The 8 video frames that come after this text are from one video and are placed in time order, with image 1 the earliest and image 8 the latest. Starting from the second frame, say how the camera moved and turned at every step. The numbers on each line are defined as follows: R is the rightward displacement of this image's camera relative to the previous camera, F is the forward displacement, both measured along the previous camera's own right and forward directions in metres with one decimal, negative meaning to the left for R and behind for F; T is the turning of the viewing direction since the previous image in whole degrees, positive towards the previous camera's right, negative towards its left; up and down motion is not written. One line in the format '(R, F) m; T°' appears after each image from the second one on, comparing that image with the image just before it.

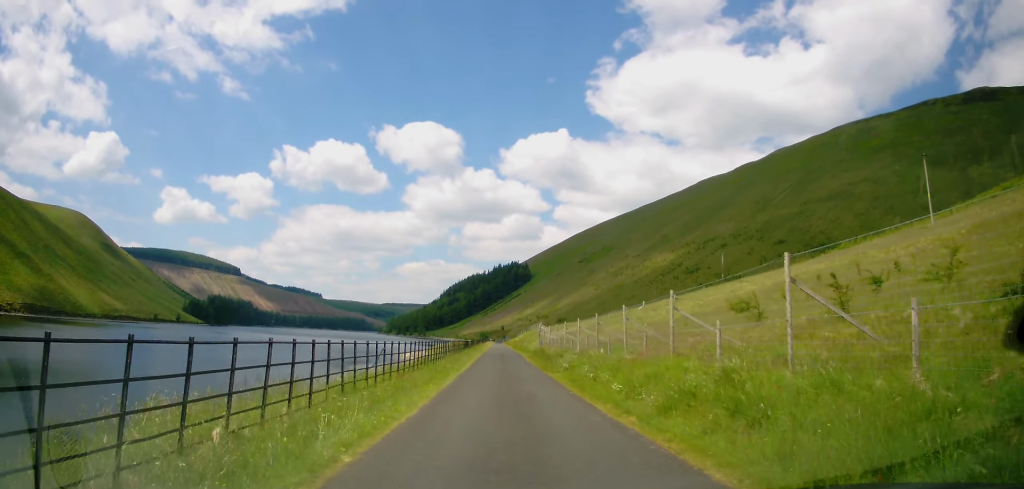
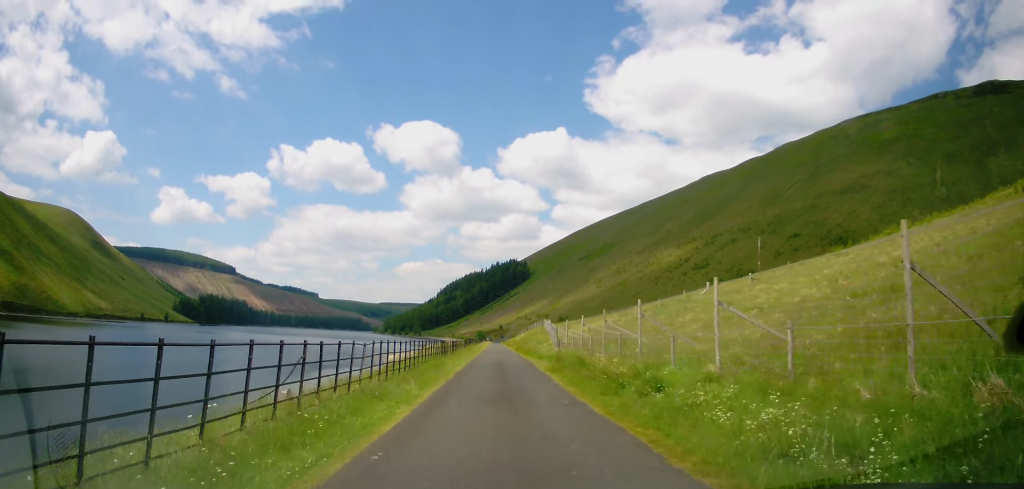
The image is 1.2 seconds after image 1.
(+0.2, +20.6) m; +1°
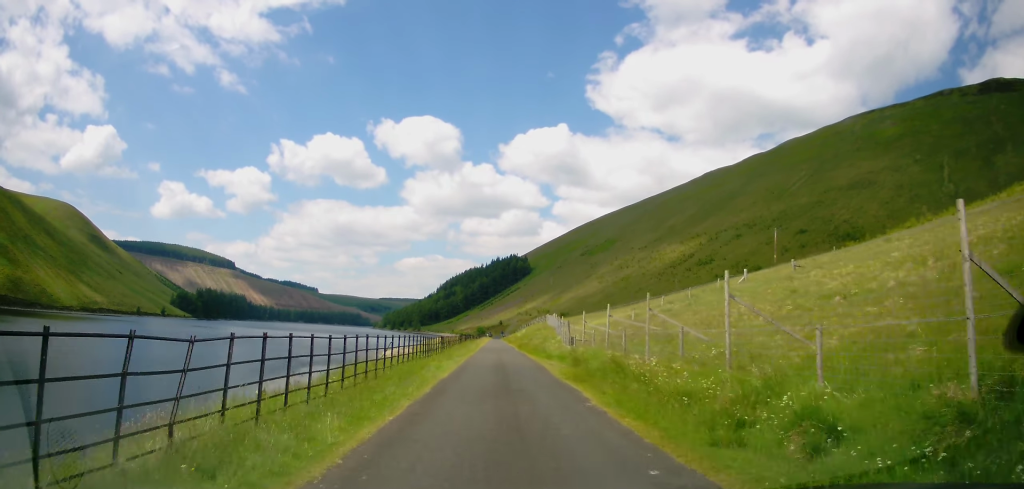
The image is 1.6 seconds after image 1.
(0.0, +6.9) m; 0°
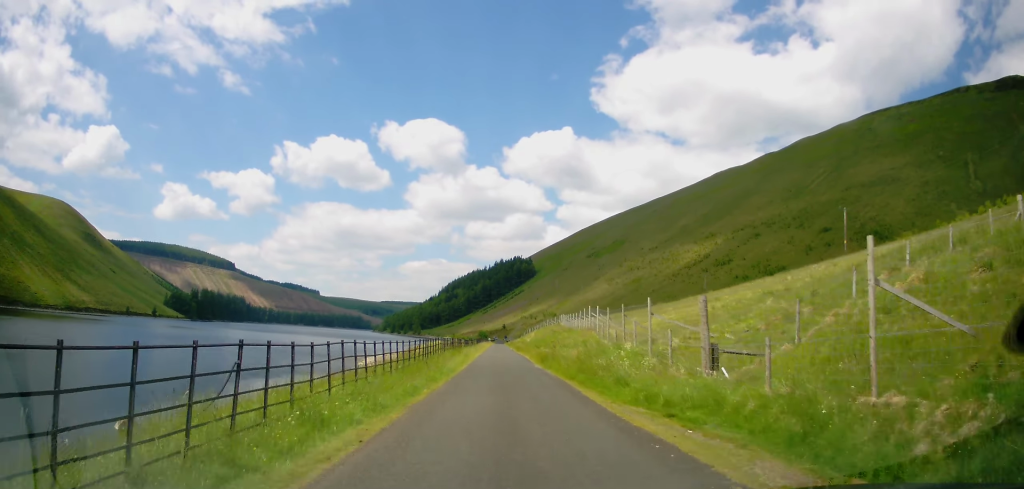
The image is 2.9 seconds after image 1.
(-0.1, +22.4) m; 0°
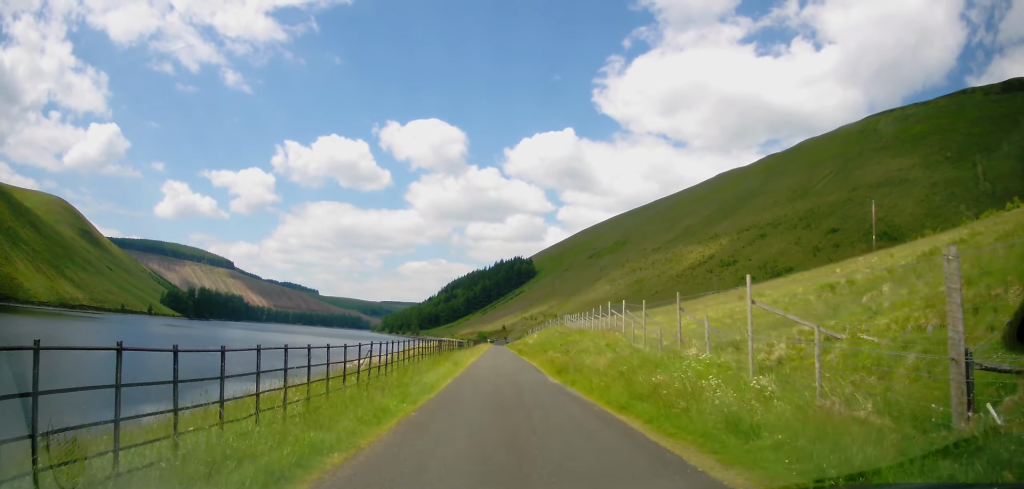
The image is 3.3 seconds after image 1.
(-0.1, +7.4) m; 0°
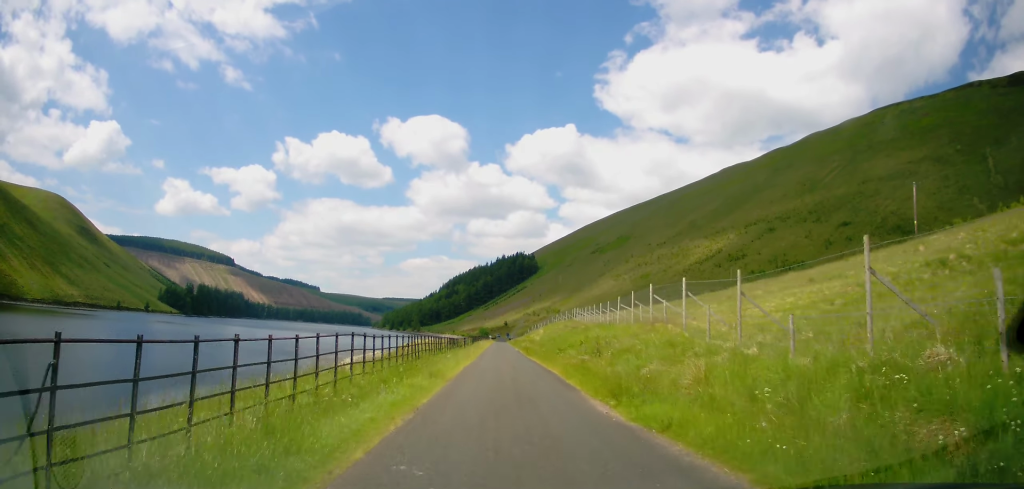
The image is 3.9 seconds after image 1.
(+0.1, +9.0) m; 0°
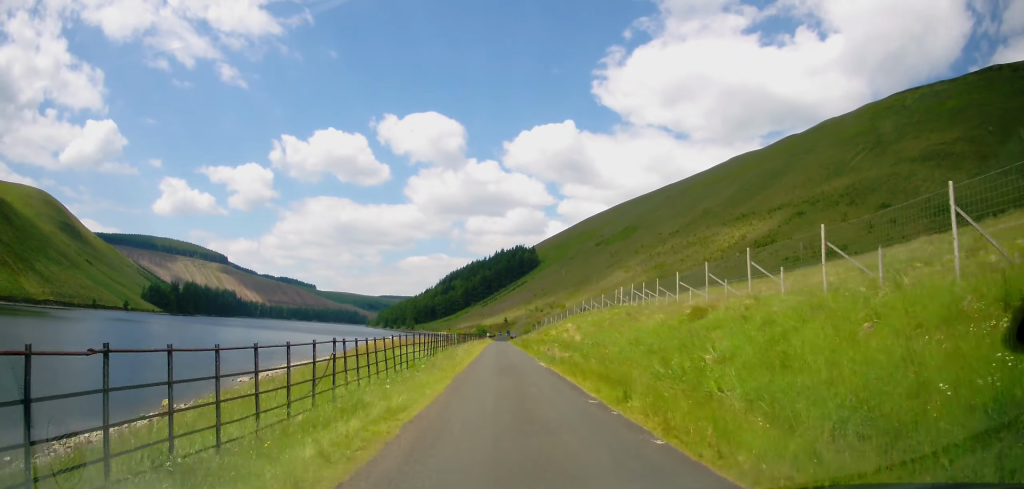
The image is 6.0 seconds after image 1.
(-0.2, +35.1) m; -1°
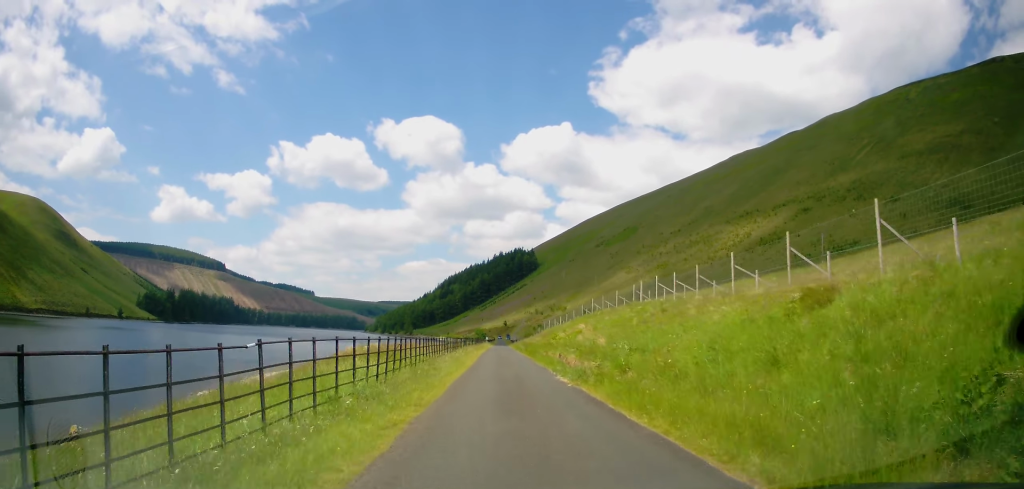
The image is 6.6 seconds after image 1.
(0.0, +8.3) m; 0°
